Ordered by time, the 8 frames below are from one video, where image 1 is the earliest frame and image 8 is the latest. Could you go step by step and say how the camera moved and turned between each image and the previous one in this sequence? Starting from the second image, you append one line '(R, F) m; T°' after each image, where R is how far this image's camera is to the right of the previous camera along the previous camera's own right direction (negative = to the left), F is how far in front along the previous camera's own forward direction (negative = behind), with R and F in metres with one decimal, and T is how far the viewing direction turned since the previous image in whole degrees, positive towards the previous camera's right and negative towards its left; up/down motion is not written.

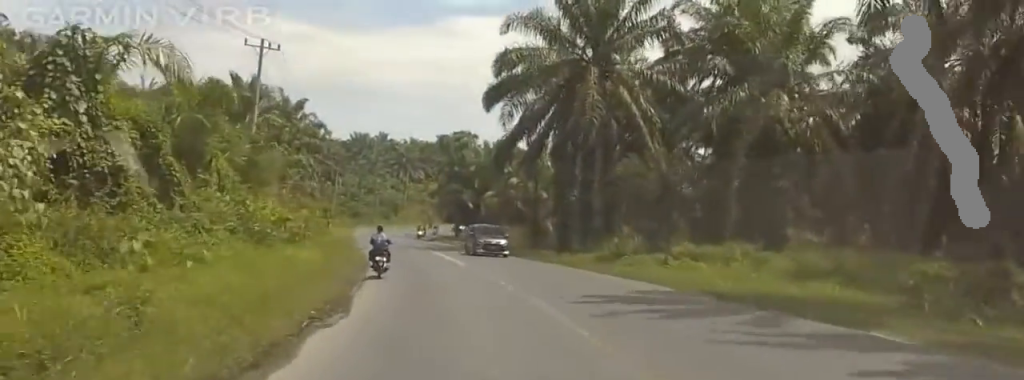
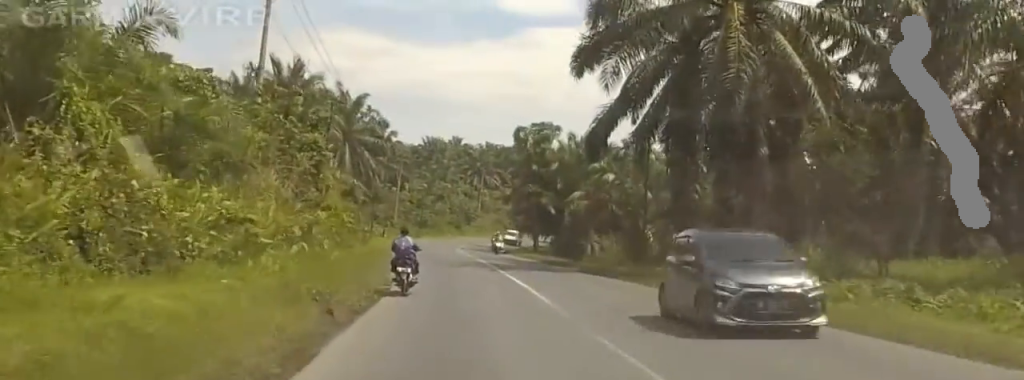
(0.0, +13.8) m; 0°
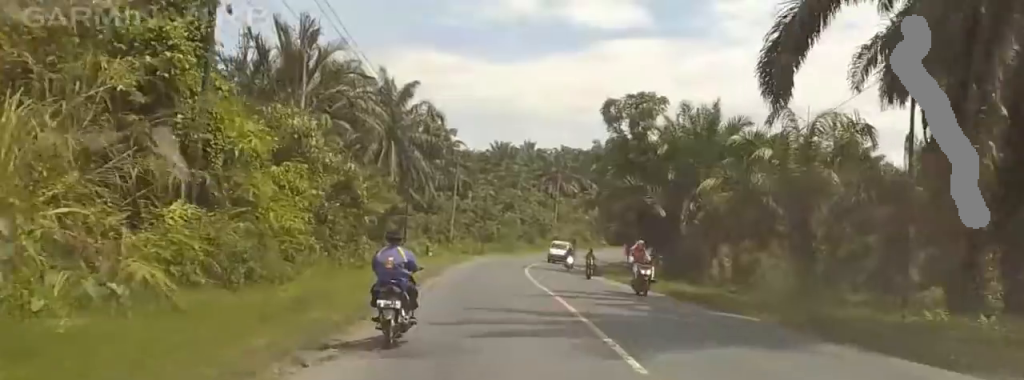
(0.0, +19.0) m; +7°
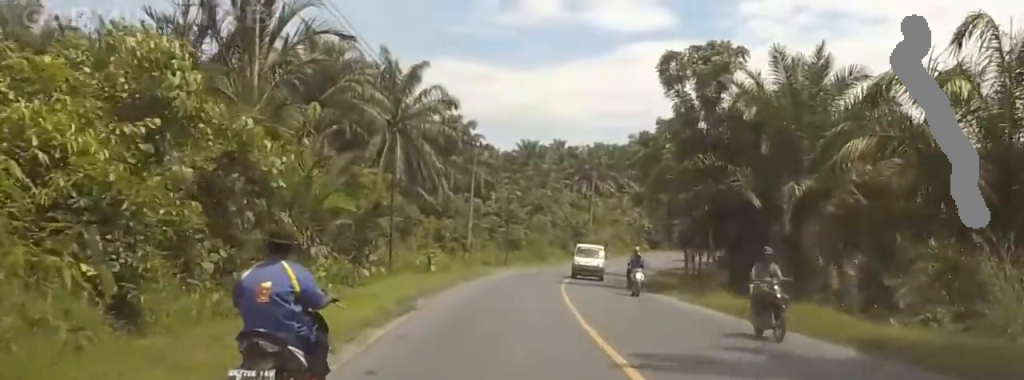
(+1.5, +13.0) m; +9°
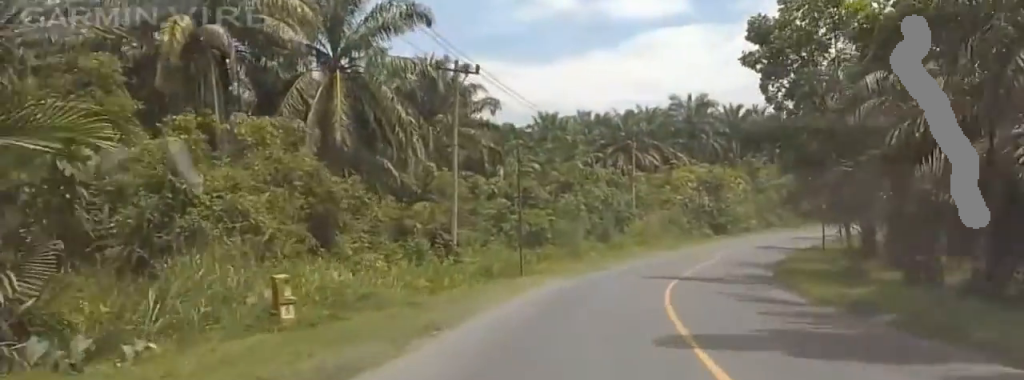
(+1.7, +27.0) m; +4°
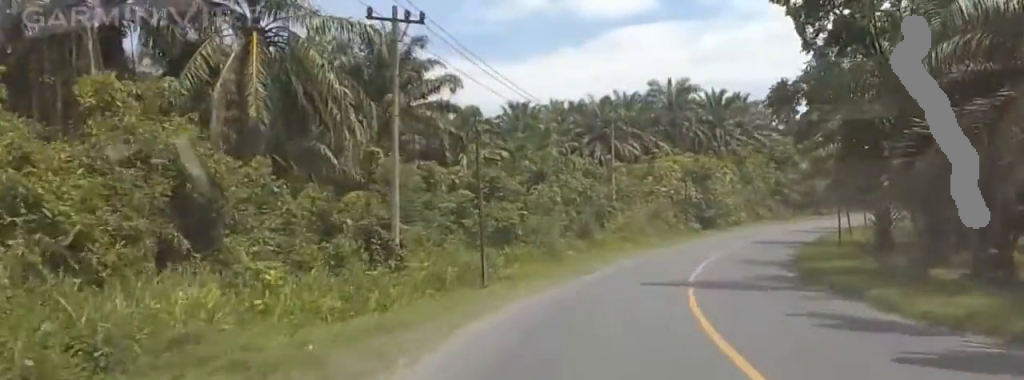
(0.0, +8.7) m; 0°
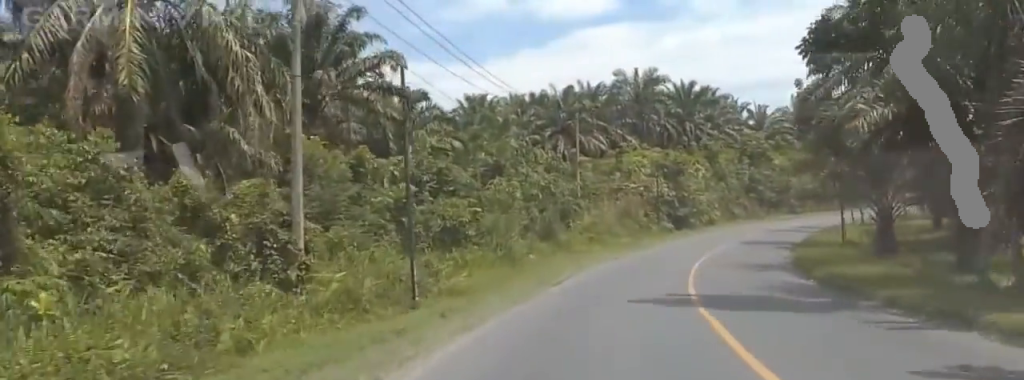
(0.0, +7.6) m; 0°
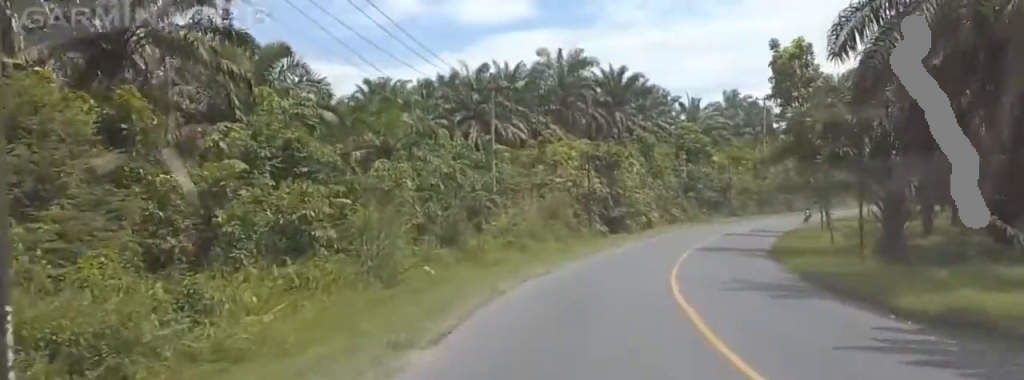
(+0.1, +14.1) m; +4°
